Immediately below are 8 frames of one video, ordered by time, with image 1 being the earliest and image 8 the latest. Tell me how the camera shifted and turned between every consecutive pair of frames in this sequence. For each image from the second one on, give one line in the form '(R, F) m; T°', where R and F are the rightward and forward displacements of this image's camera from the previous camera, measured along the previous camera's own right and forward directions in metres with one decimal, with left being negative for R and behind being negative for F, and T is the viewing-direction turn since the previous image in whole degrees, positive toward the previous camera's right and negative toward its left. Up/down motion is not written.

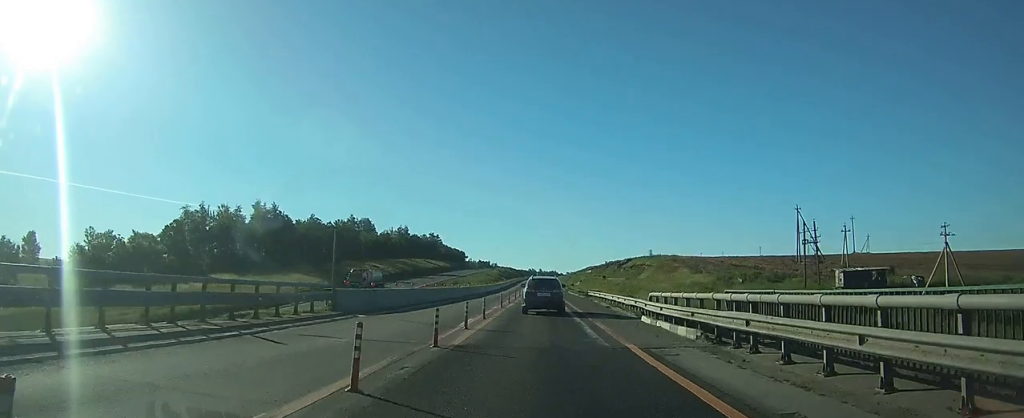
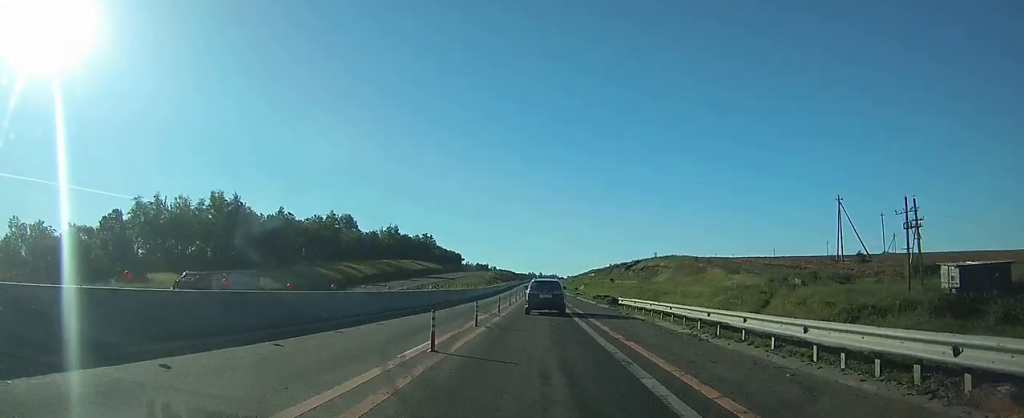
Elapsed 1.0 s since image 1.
(0.0, +20.1) m; 0°
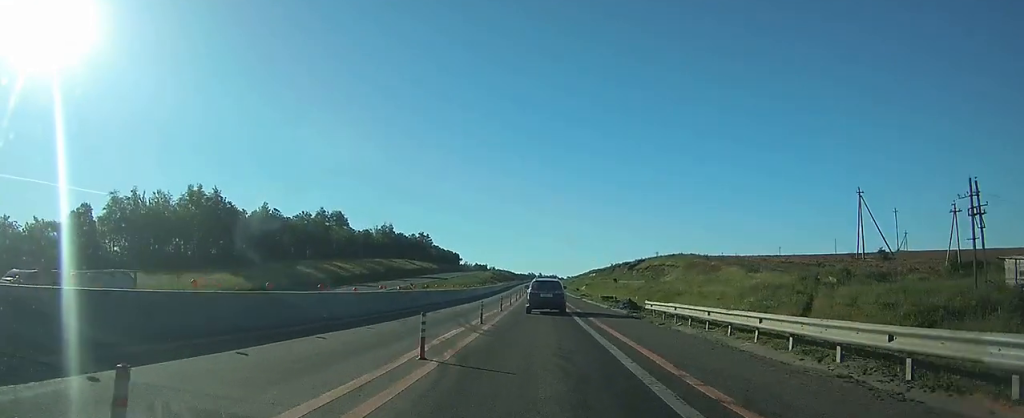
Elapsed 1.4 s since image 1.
(0.0, +8.4) m; 0°
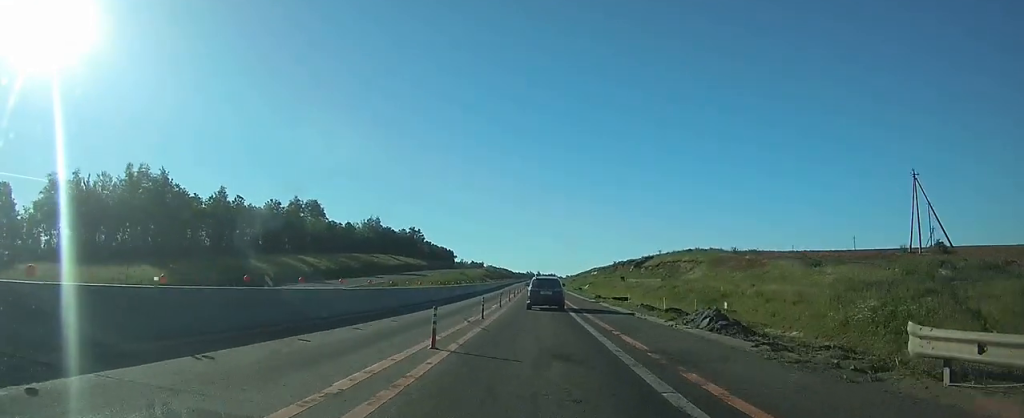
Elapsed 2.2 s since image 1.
(-0.1, +18.4) m; 0°
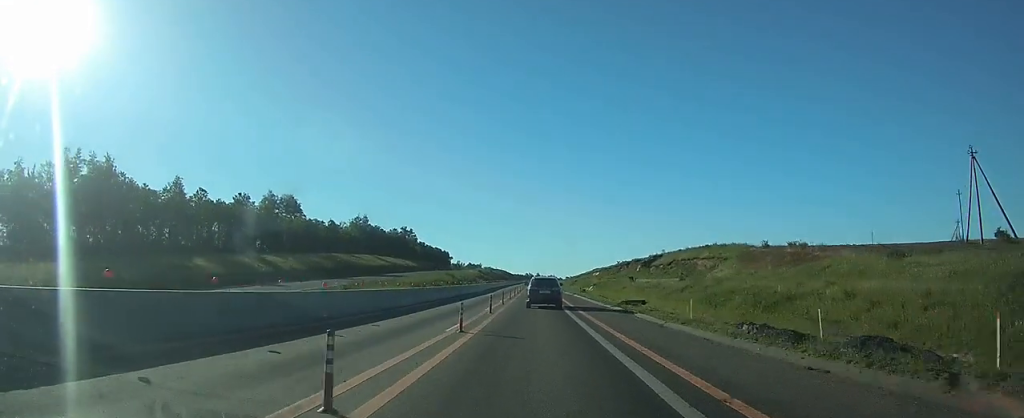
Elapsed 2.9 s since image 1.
(0.0, +15.1) m; 0°
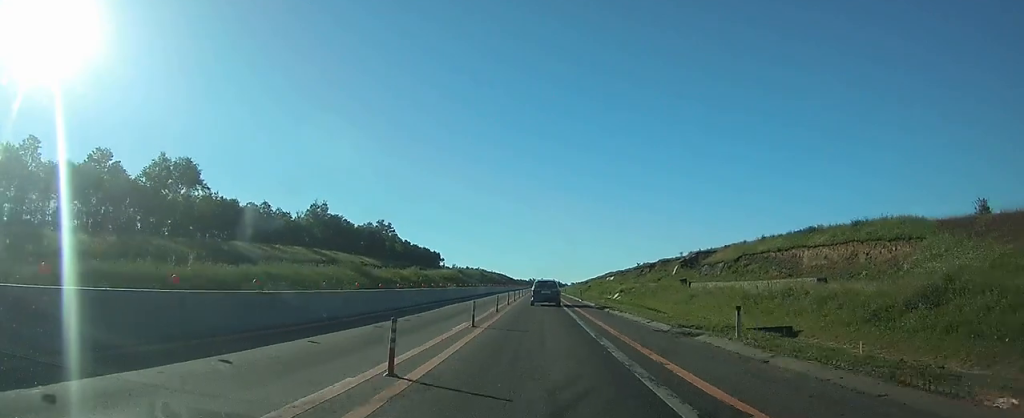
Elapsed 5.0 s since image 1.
(+0.1, +46.4) m; 0°
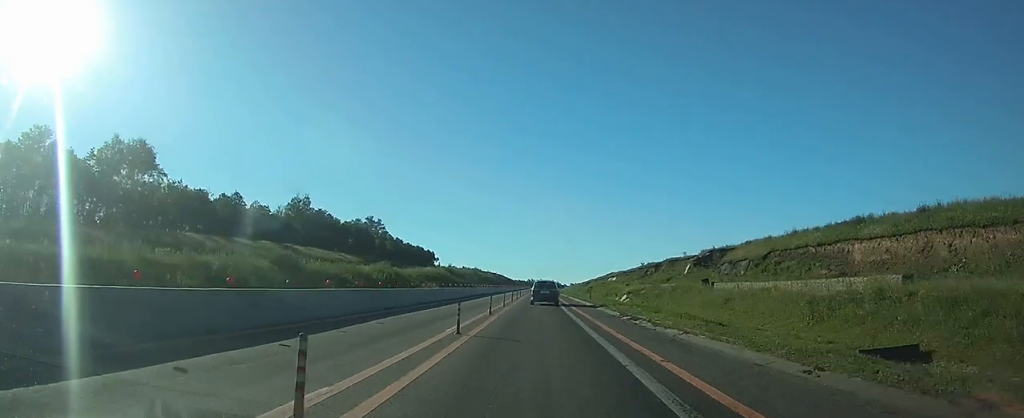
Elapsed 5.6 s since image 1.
(0.0, +12.8) m; 0°
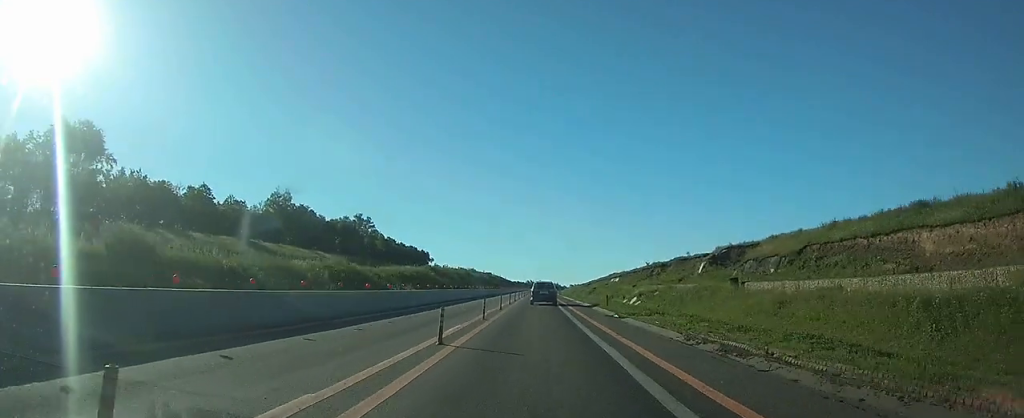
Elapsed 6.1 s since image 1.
(0.0, +12.2) m; 0°
